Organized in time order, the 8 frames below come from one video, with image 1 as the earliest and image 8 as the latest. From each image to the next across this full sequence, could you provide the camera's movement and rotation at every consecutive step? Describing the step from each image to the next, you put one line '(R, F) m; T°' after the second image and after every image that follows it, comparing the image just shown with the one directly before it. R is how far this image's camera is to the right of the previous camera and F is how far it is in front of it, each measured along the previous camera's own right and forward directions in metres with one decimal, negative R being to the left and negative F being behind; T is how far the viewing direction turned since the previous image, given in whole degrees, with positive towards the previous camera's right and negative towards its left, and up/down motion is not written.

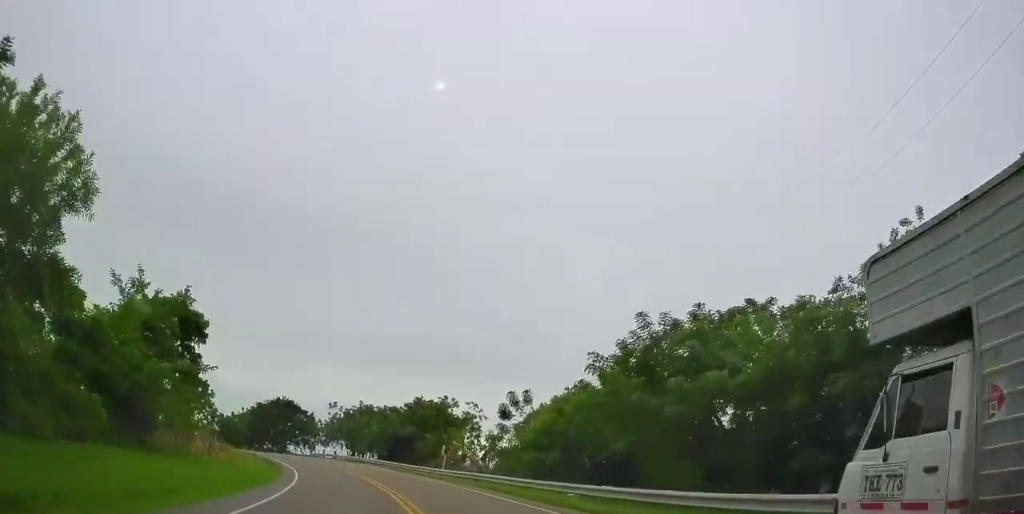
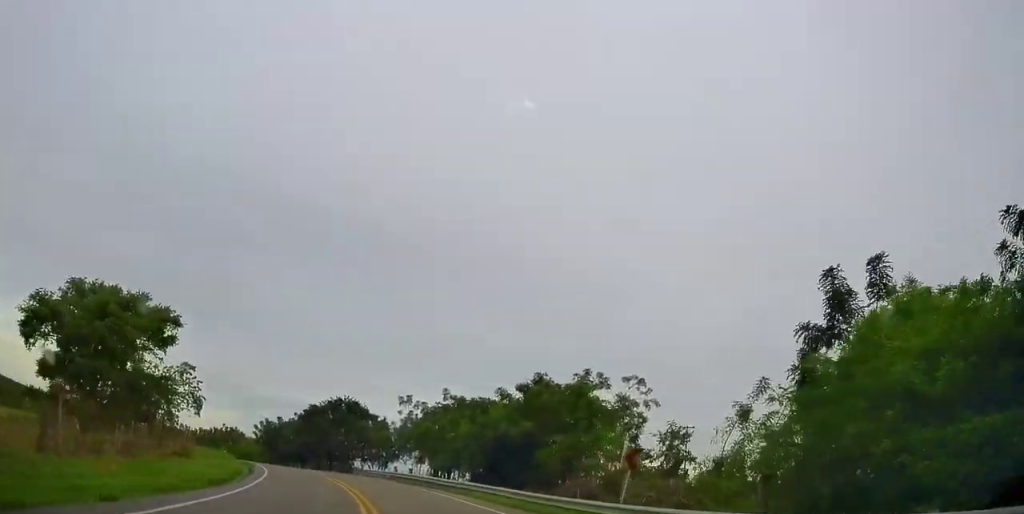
(-0.9, +26.8) m; -4°
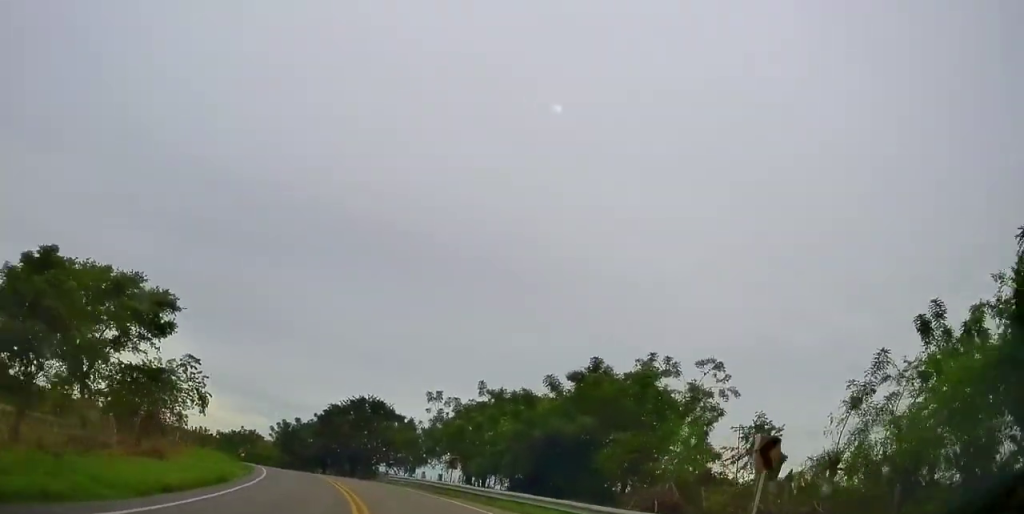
(+0.2, +6.5) m; -2°
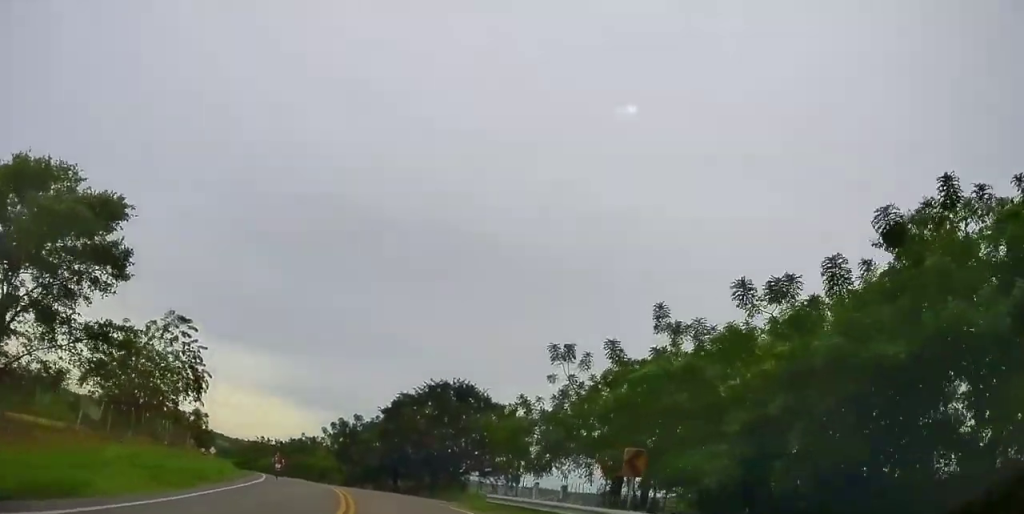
(-1.5, +19.8) m; -8°
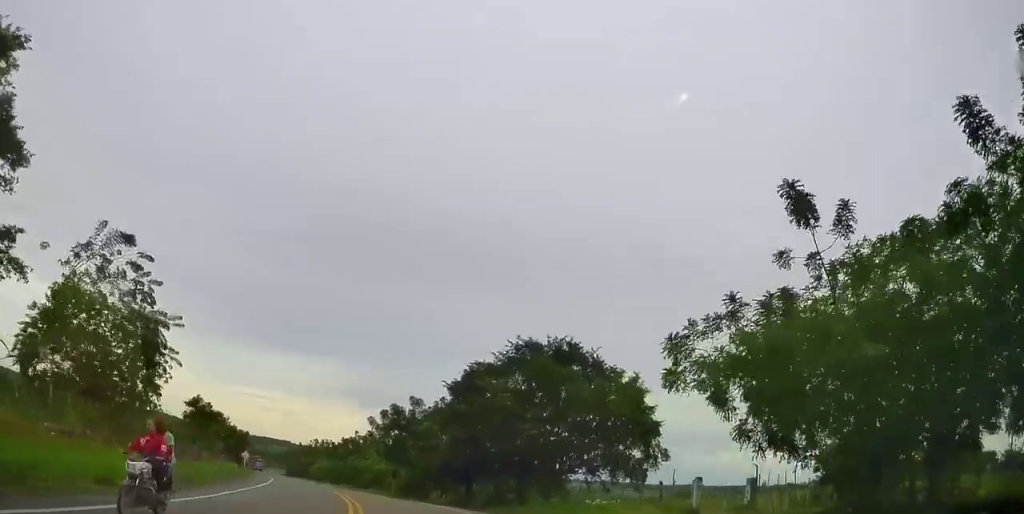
(-0.6, +15.1) m; -6°
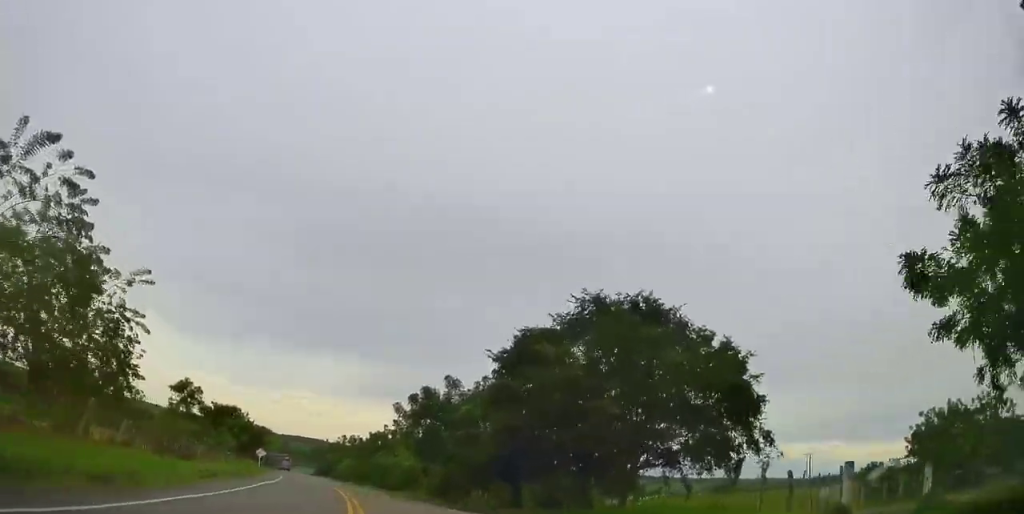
(-0.5, +7.7) m; -2°
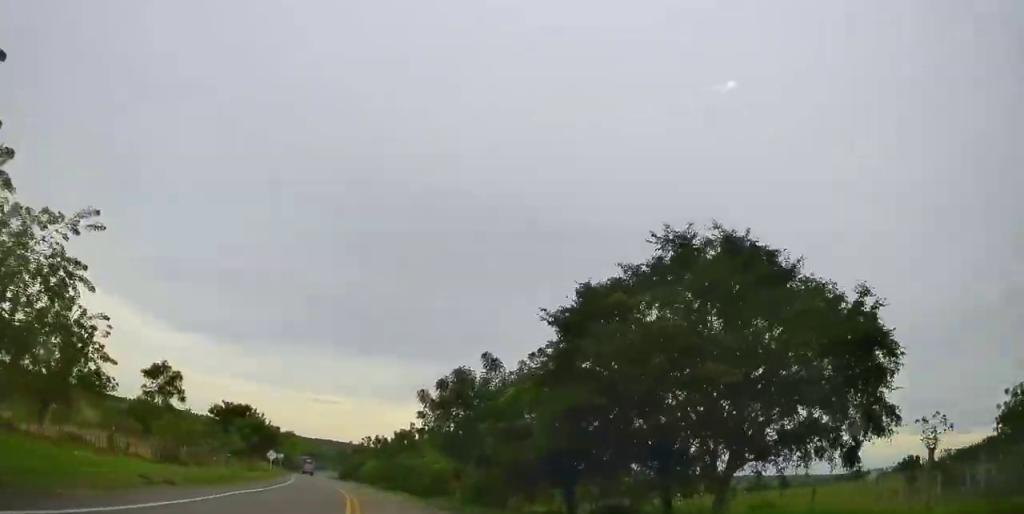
(-0.2, +6.6) m; -2°
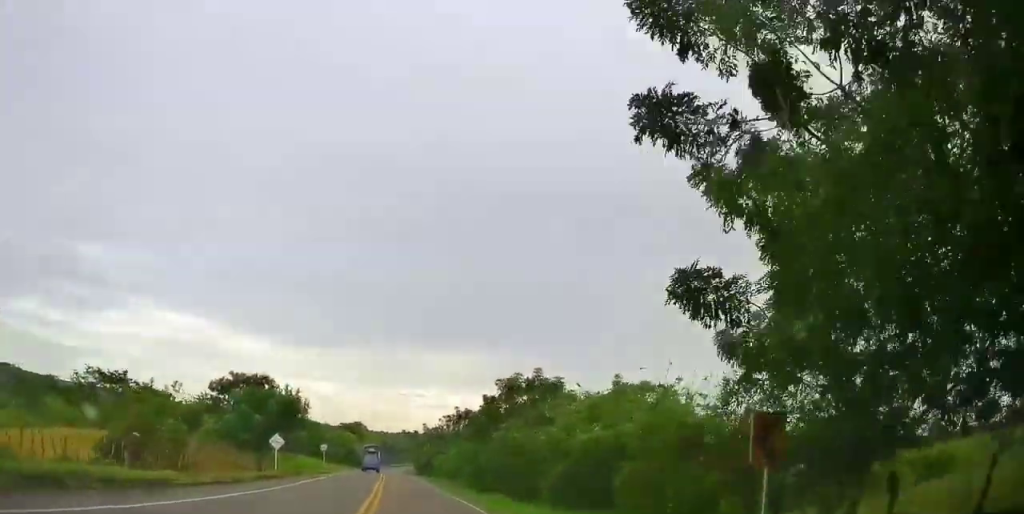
(-2.2, +23.9) m; -11°
